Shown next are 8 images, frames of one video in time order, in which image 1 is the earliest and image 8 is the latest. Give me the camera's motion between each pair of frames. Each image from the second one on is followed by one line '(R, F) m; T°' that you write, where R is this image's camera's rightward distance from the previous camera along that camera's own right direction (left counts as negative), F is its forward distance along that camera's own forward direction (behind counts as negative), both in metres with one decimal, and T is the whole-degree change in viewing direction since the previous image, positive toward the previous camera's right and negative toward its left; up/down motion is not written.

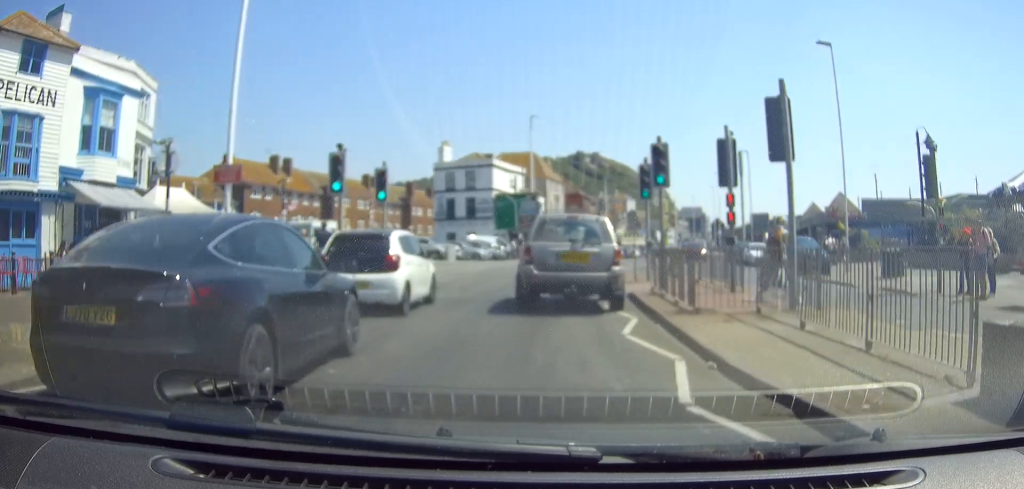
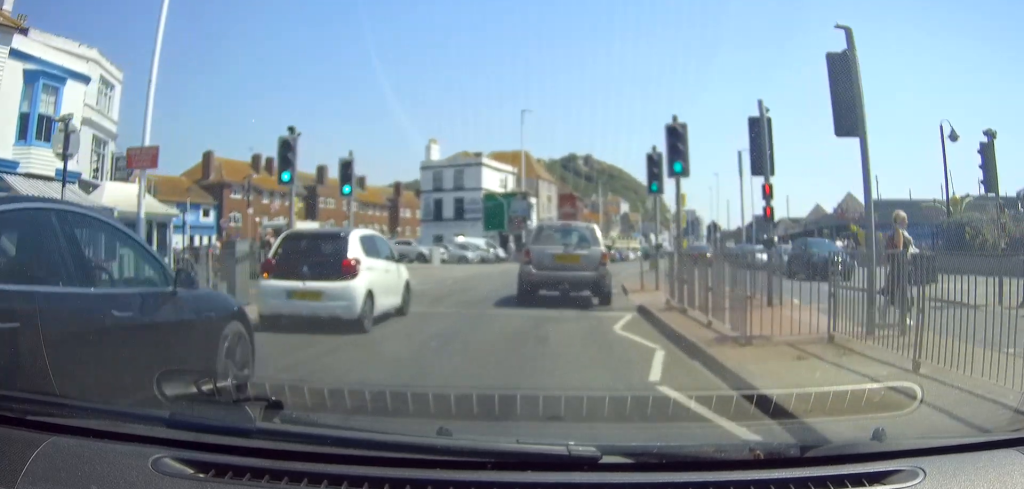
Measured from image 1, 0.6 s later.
(-0.1, +3.4) m; -1°
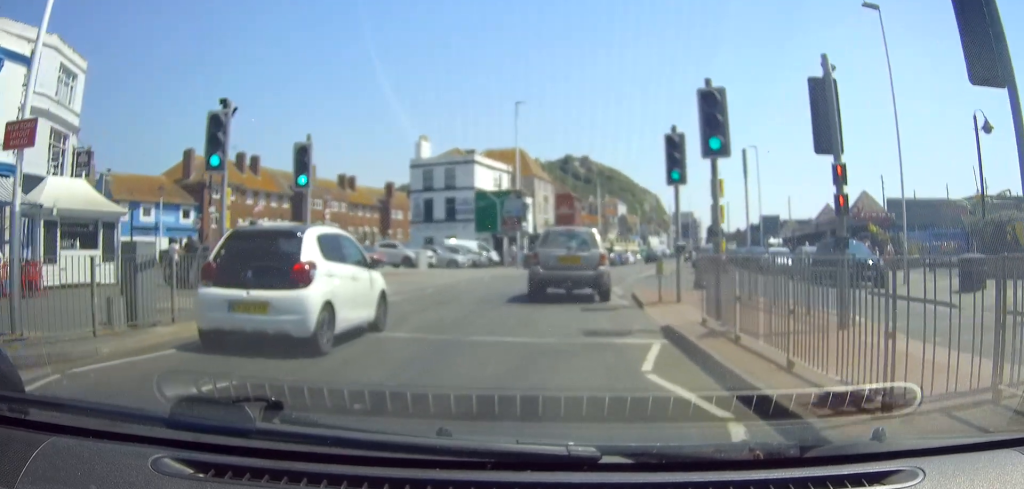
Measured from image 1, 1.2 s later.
(0.0, +3.6) m; +1°
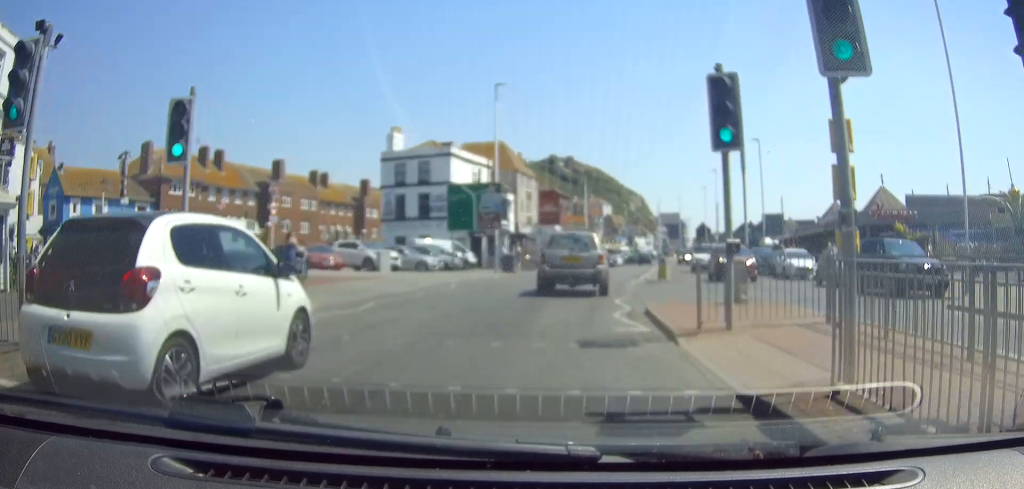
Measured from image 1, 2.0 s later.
(0.0, +5.3) m; +2°
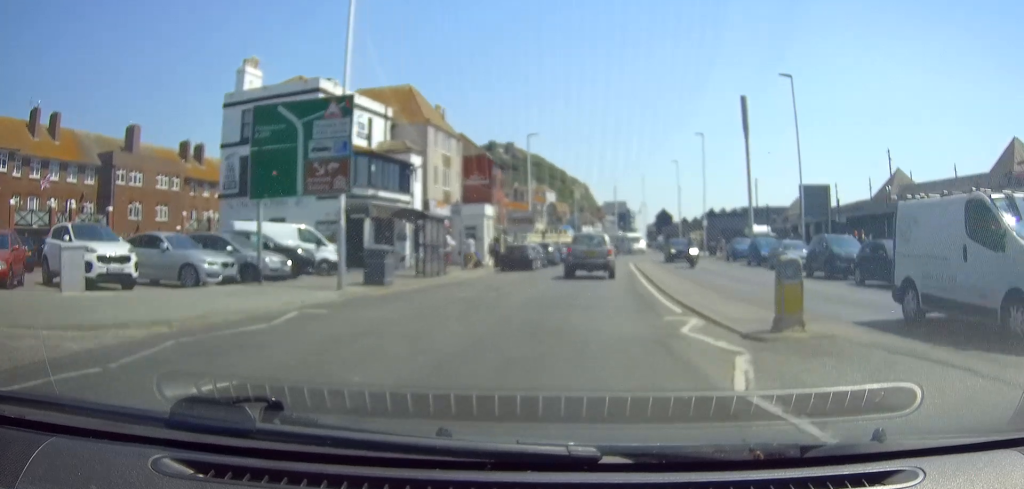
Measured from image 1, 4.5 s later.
(+1.2, +19.9) m; +4°
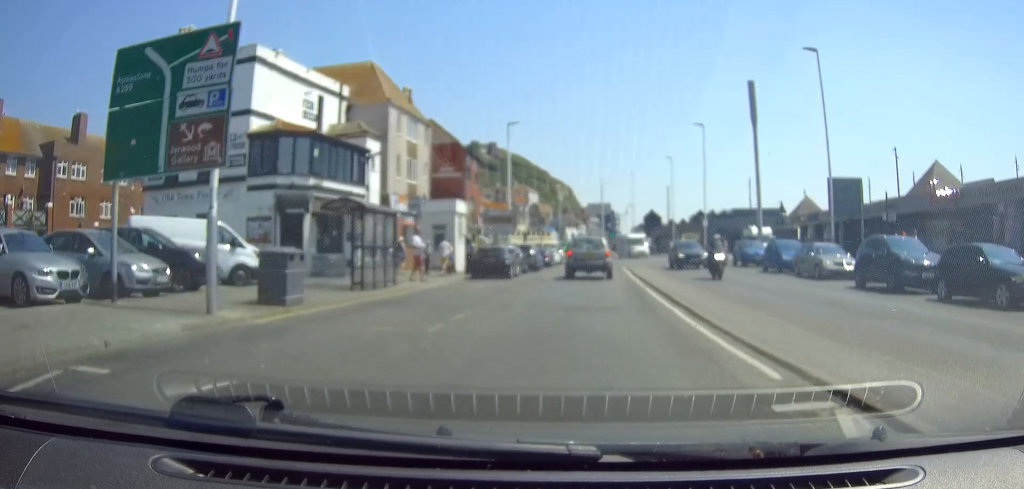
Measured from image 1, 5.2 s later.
(-0.1, +6.4) m; -1°
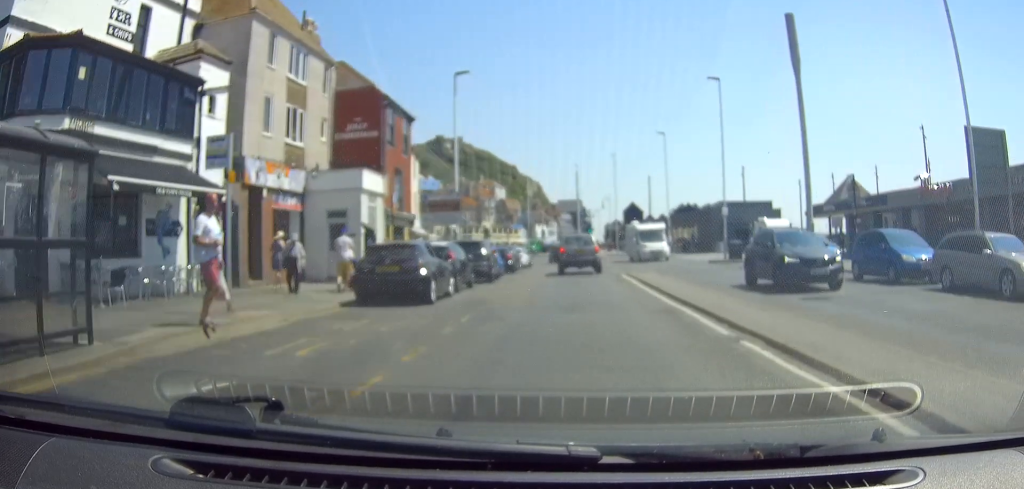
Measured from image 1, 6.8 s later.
(-0.1, +14.3) m; 0°
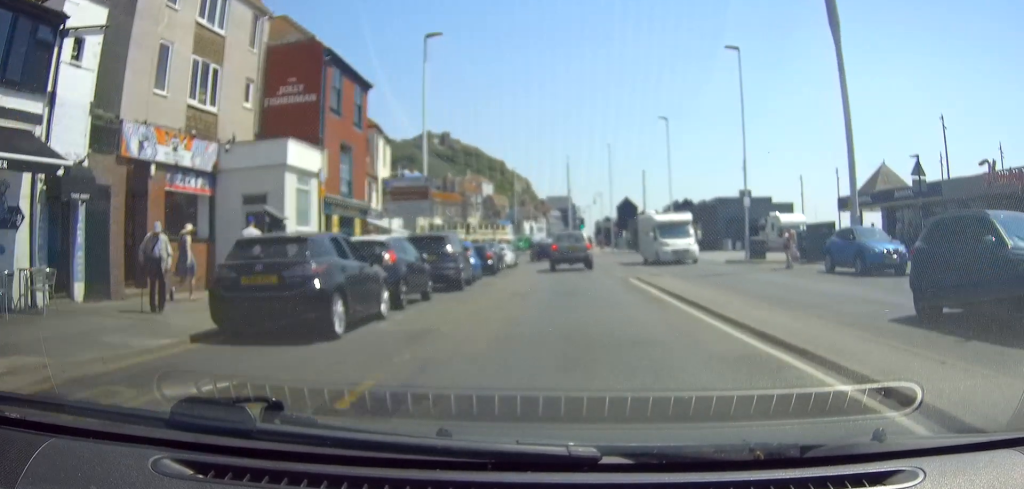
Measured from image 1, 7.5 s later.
(0.0, +6.5) m; +2°
